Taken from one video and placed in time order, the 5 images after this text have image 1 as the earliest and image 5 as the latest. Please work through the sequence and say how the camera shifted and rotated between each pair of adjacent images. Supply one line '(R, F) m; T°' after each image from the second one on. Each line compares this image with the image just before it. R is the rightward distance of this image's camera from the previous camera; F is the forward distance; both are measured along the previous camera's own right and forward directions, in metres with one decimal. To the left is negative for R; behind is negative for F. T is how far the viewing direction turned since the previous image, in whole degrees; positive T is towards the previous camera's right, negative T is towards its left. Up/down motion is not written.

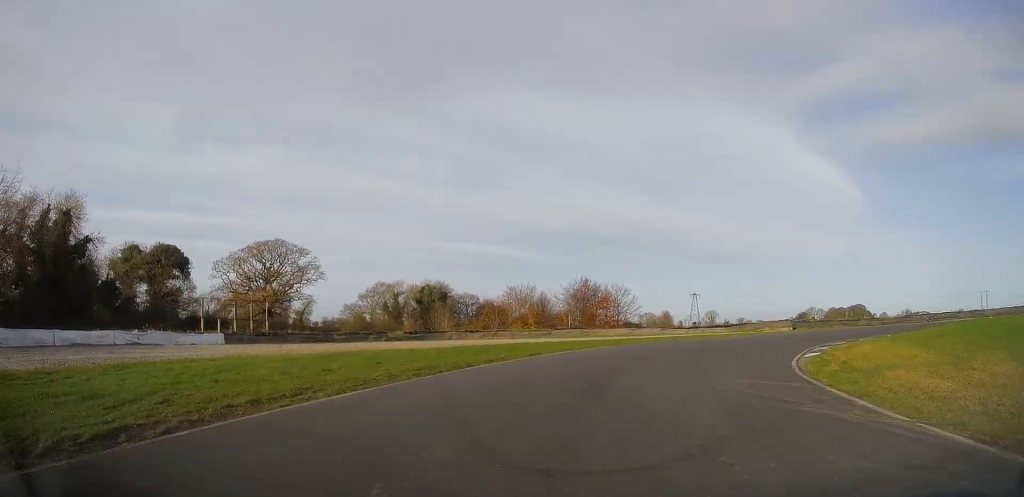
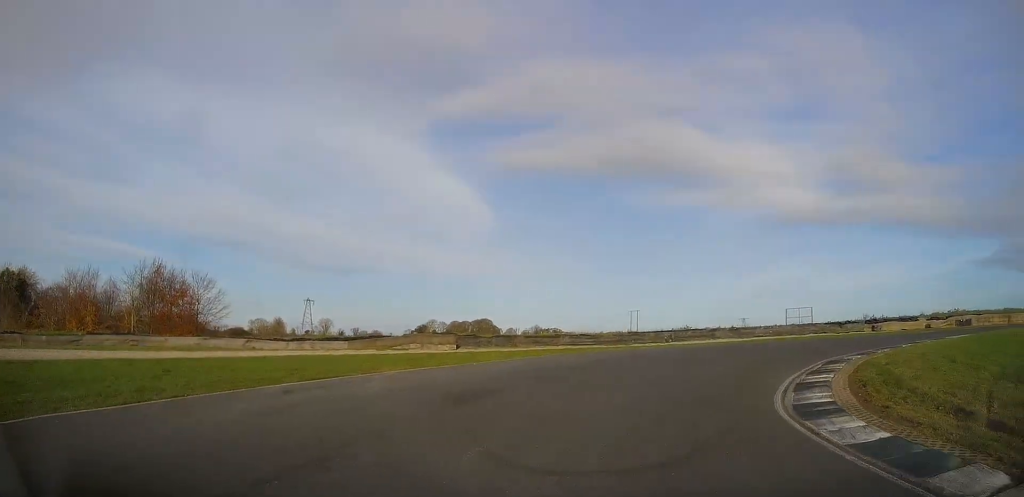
(+7.2, +22.7) m; +39°
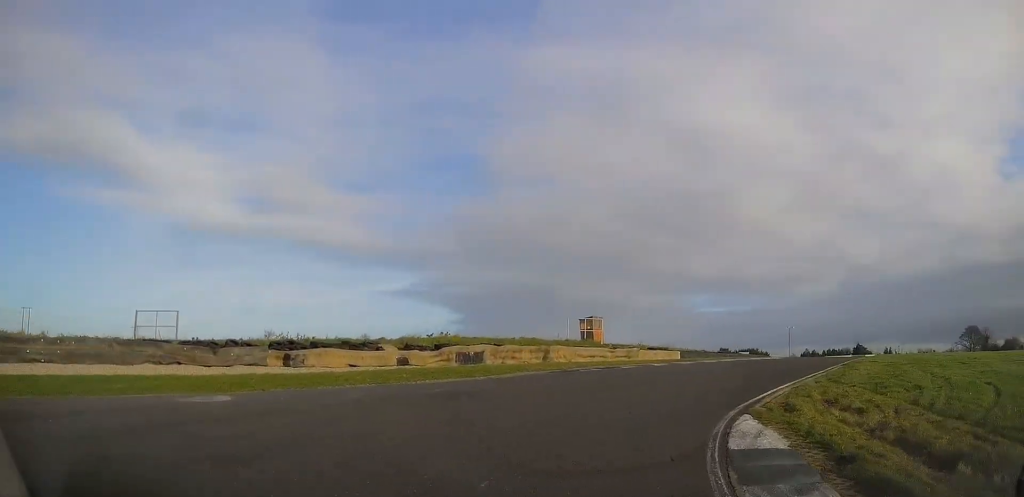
(+13.9, +23.6) m; +57°
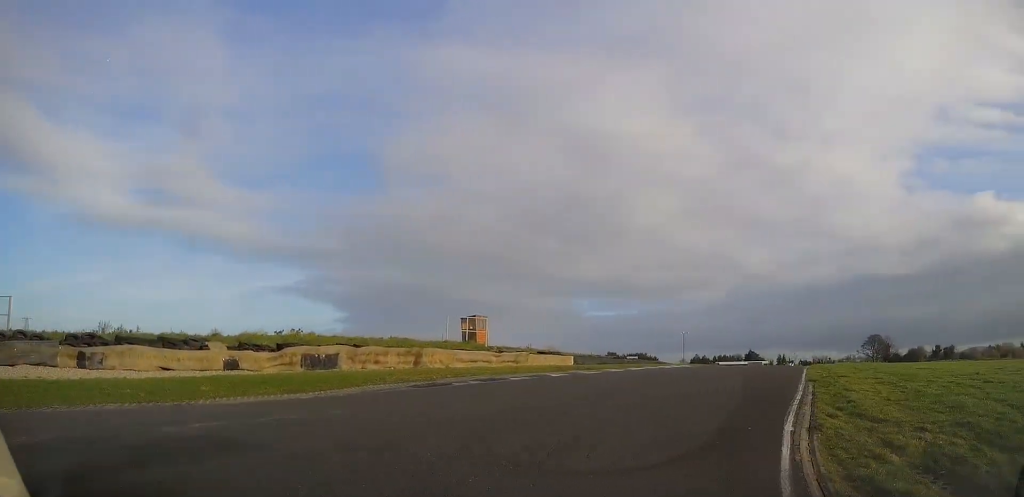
(+0.3, +6.1) m; +9°
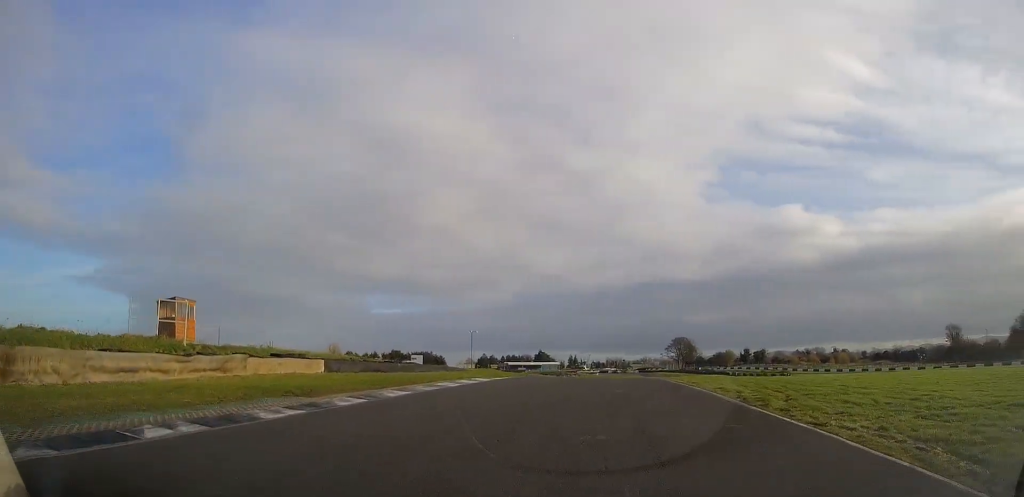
(+2.7, +15.0) m; +15°
